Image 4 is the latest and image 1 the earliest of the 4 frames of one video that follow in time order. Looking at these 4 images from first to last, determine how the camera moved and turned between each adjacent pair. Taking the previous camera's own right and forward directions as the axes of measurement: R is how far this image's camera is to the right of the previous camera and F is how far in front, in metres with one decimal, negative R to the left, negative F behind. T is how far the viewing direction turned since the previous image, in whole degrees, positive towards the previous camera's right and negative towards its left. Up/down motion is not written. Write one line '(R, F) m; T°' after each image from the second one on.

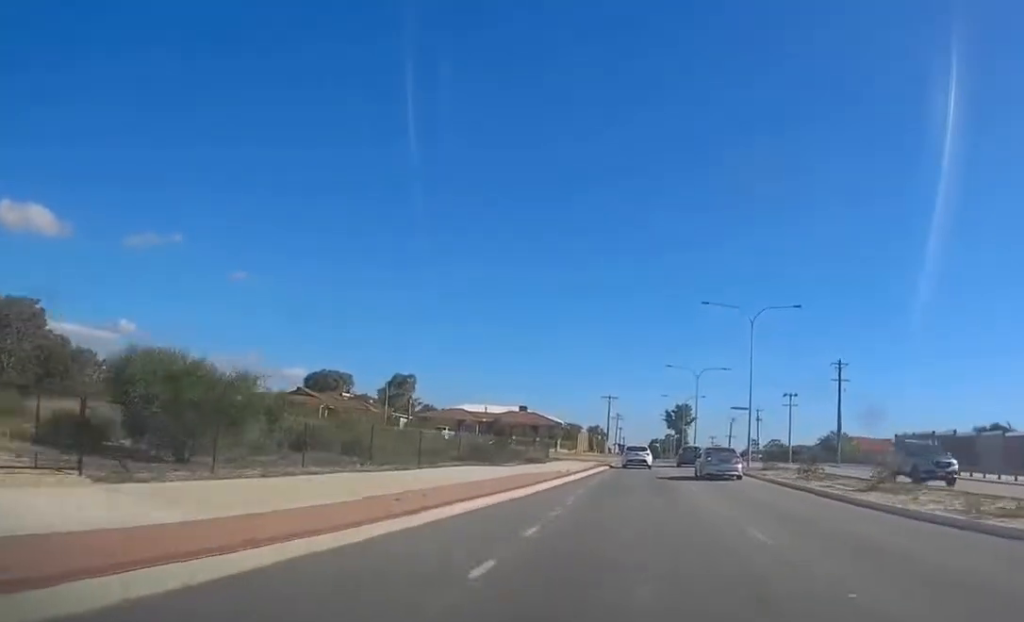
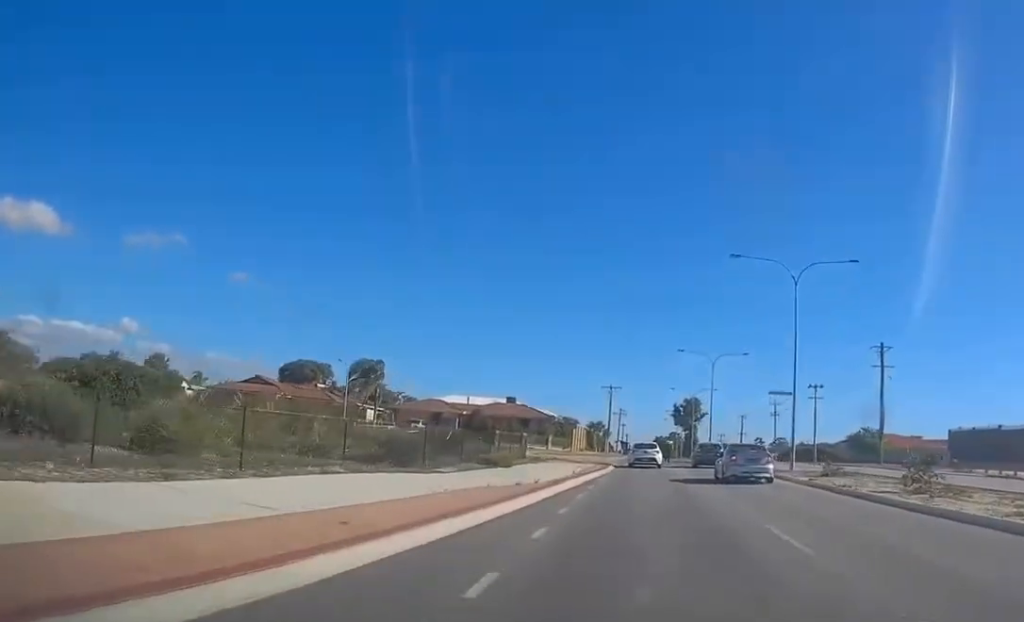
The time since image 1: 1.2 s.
(+0.2, +12.6) m; +1°
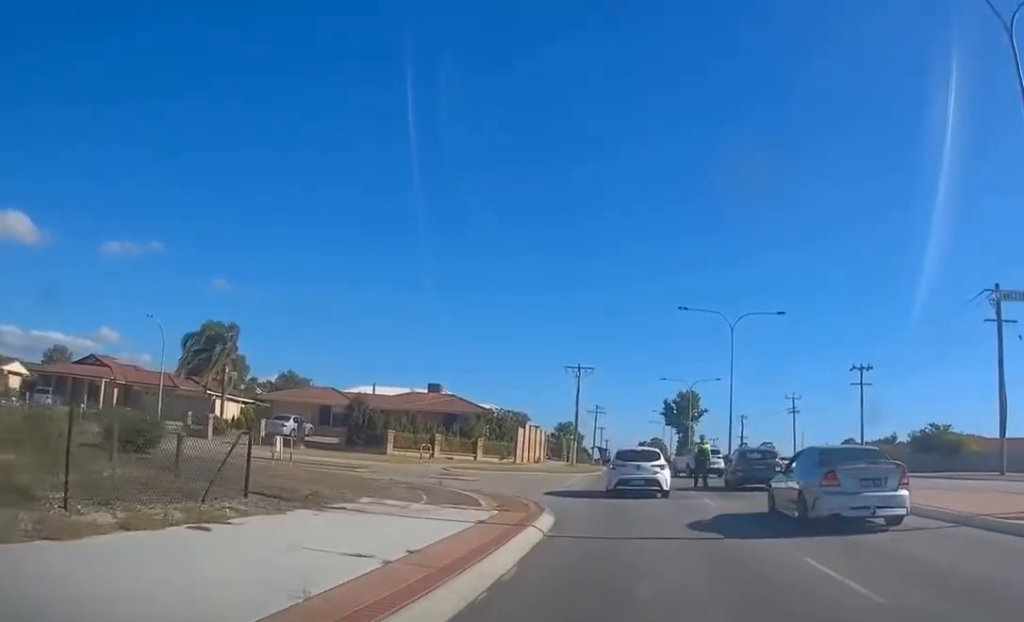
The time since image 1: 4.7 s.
(0.0, +25.0) m; 0°
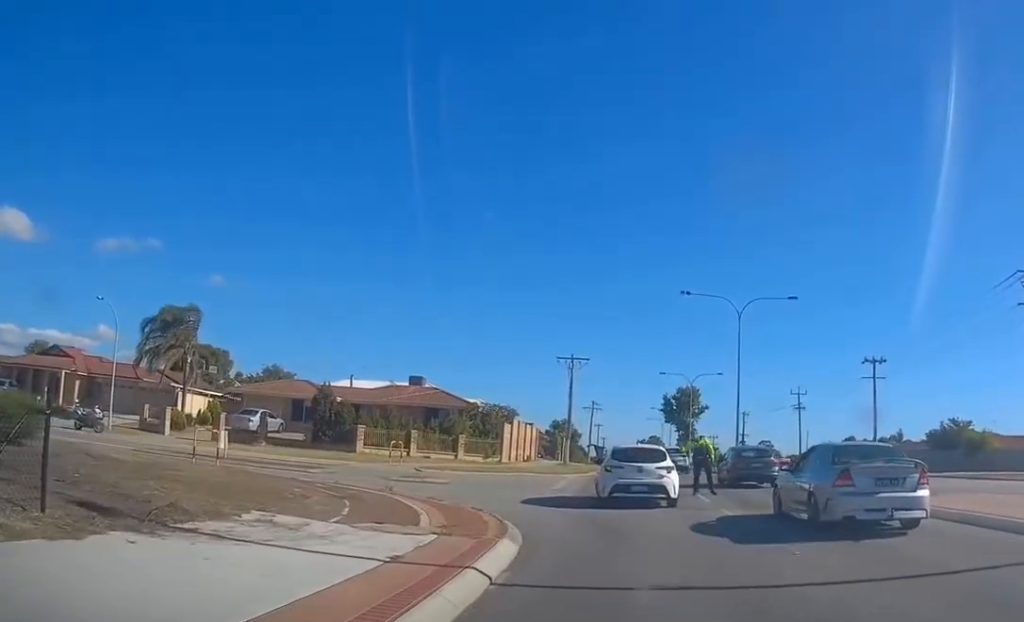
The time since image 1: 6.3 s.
(0.0, +3.7) m; 0°
